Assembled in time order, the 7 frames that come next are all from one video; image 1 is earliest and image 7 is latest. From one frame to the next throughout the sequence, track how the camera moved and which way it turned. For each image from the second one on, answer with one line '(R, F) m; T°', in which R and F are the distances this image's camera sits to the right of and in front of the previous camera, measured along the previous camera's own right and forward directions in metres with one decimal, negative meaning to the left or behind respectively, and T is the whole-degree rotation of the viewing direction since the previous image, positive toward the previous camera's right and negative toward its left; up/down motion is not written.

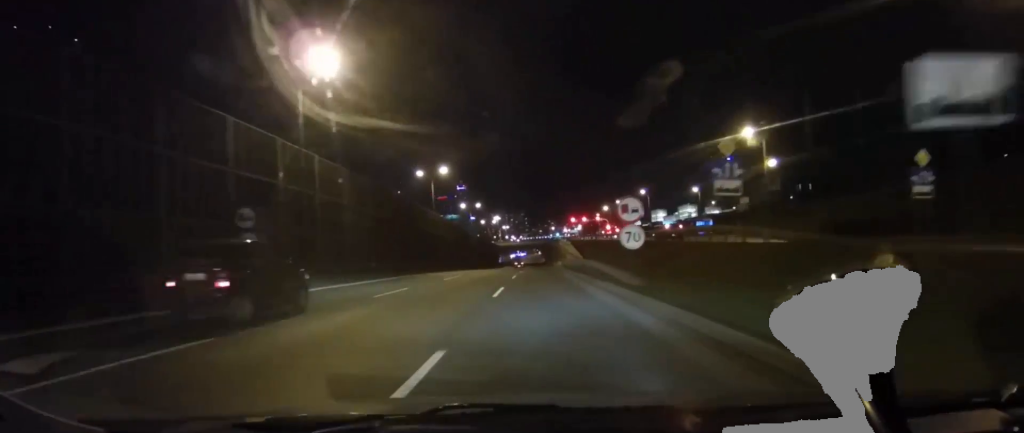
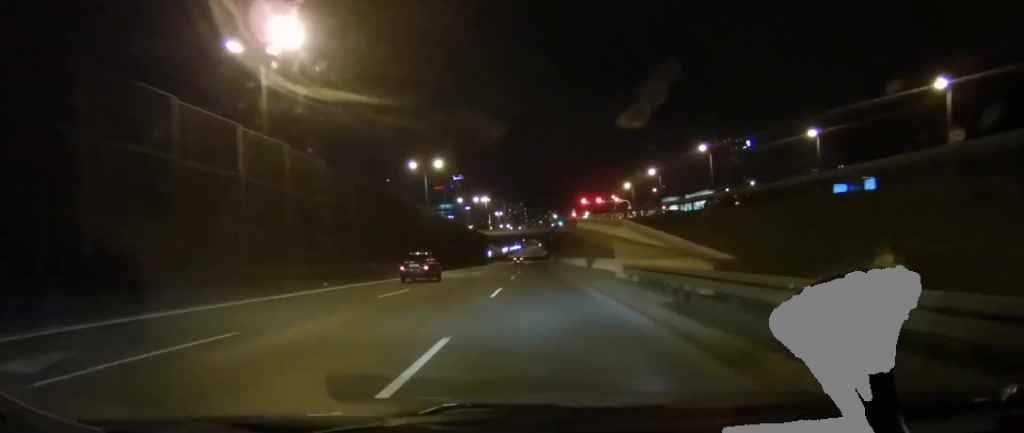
(+0.8, +35.1) m; +3°
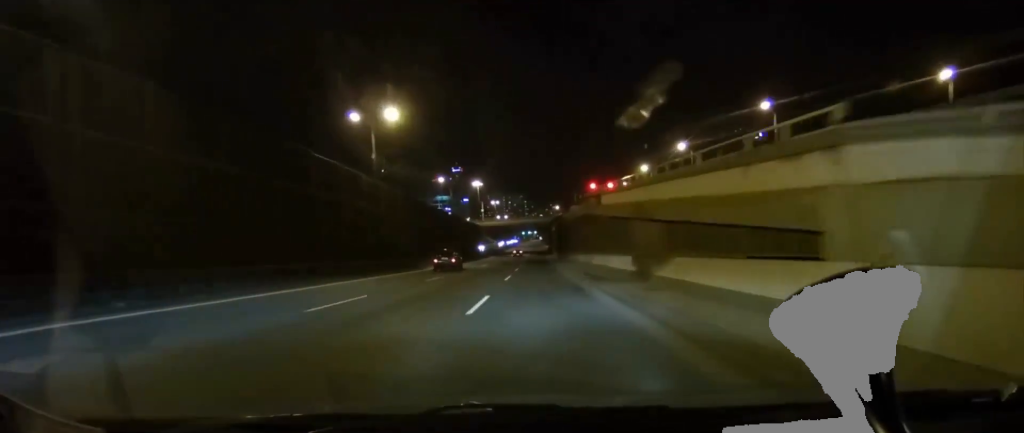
(+0.1, +17.1) m; -2°
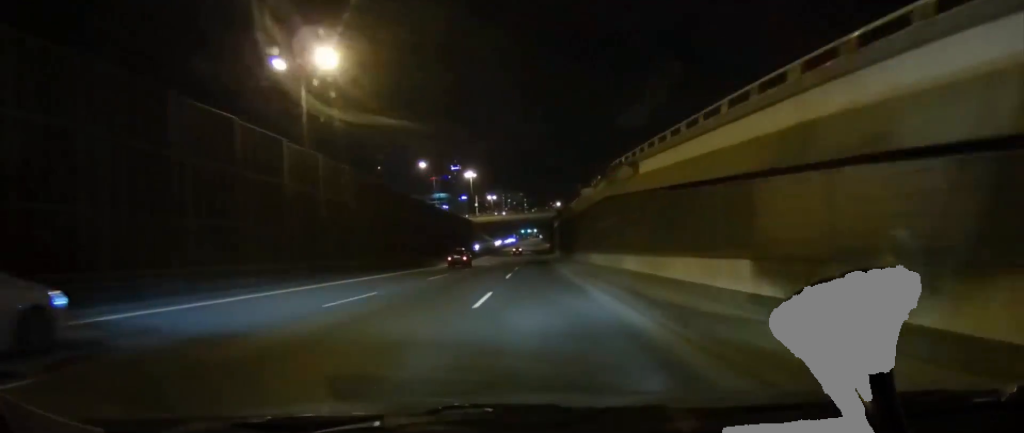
(-0.2, +10.8) m; -1°
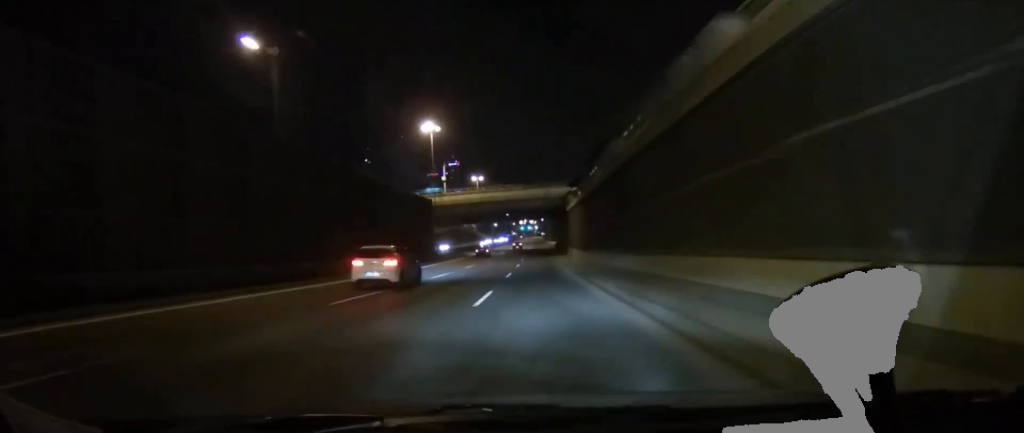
(0.0, +34.9) m; +3°
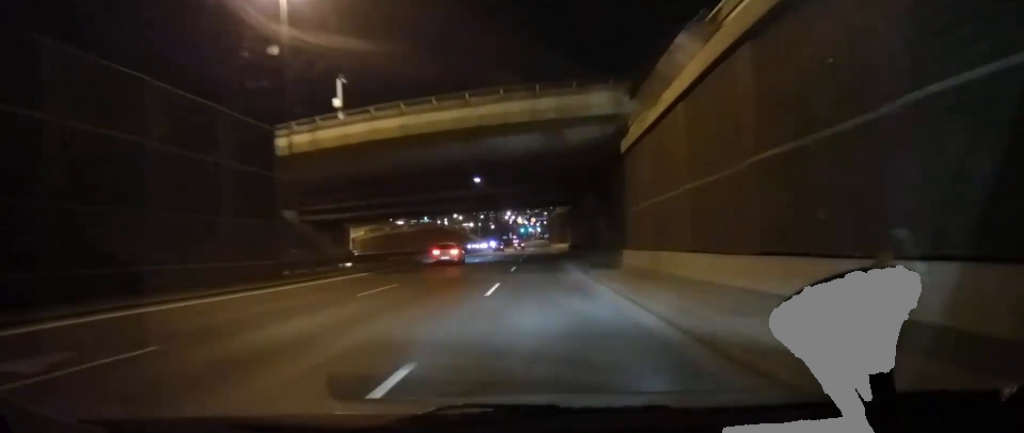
(-0.1, +34.5) m; -3°
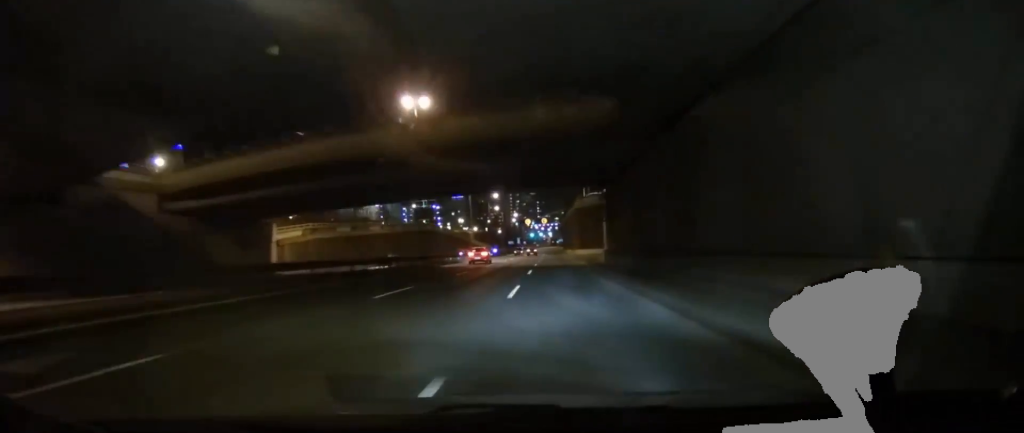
(-1.1, +24.9) m; -2°
